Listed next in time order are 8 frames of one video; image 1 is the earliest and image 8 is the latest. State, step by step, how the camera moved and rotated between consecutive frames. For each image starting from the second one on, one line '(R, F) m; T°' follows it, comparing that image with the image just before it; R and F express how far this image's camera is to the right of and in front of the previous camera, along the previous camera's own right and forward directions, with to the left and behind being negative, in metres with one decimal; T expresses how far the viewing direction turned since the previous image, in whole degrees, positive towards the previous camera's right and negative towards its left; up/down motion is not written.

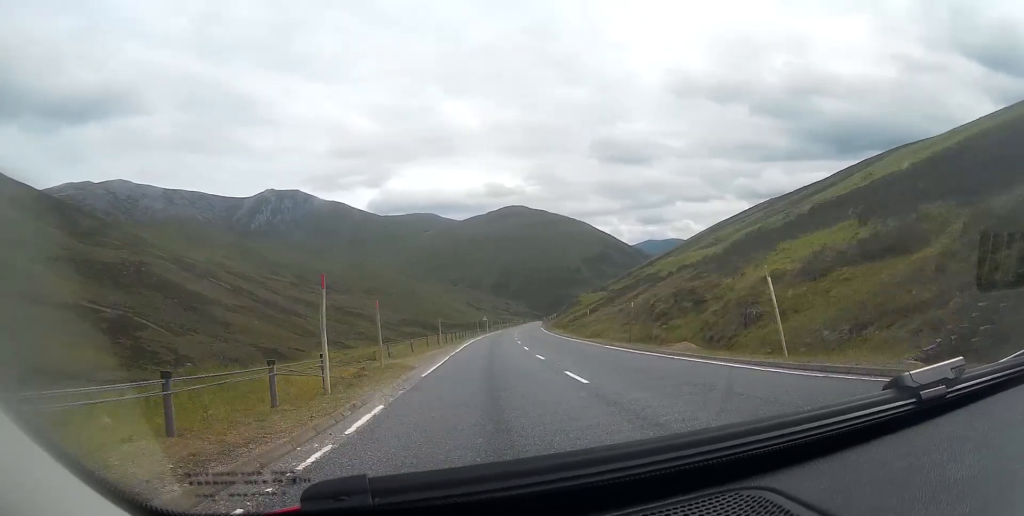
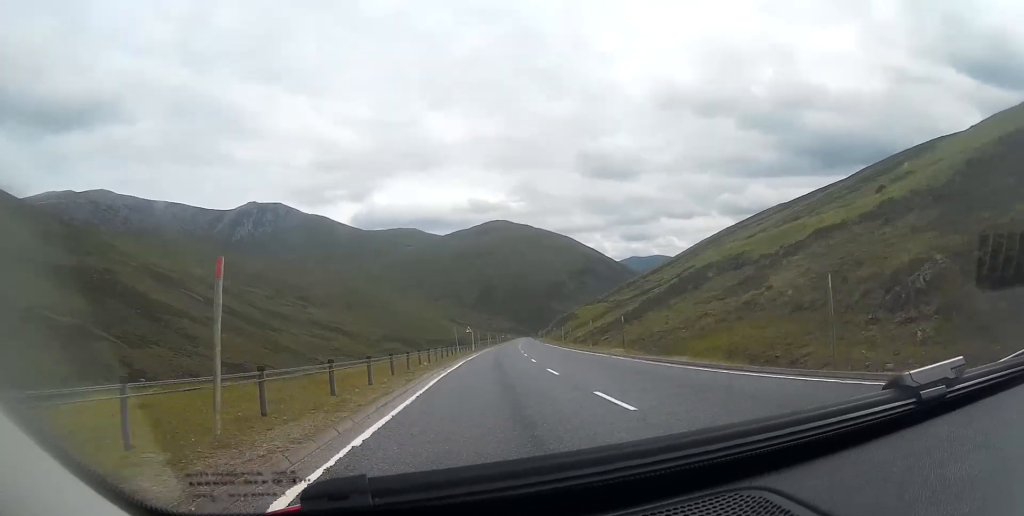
(+0.5, +30.9) m; +2°
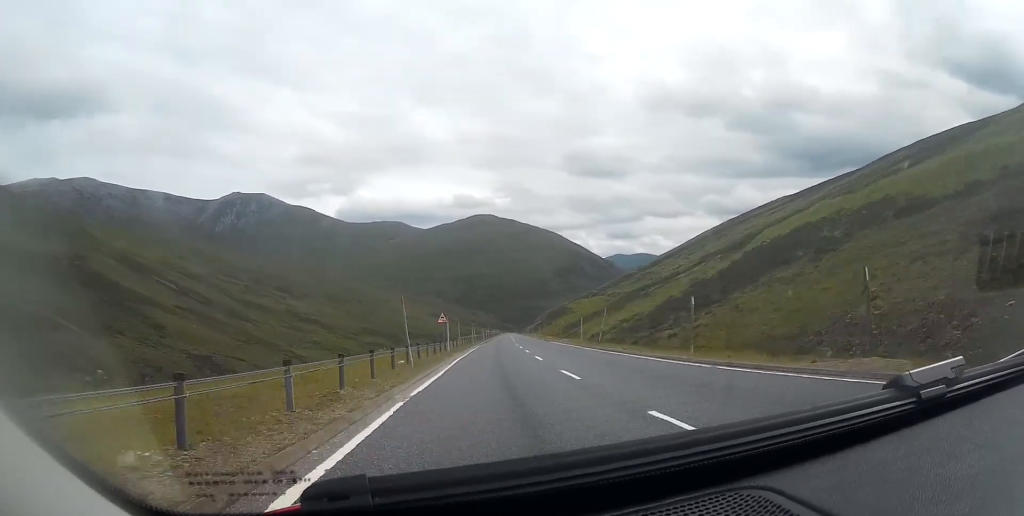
(+0.3, +22.6) m; +2°
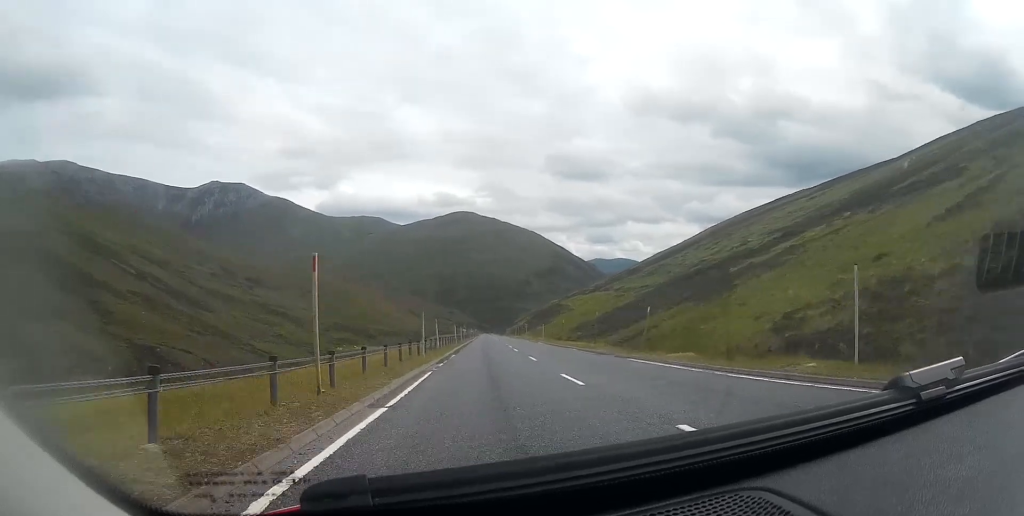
(+1.0, +38.5) m; +3°
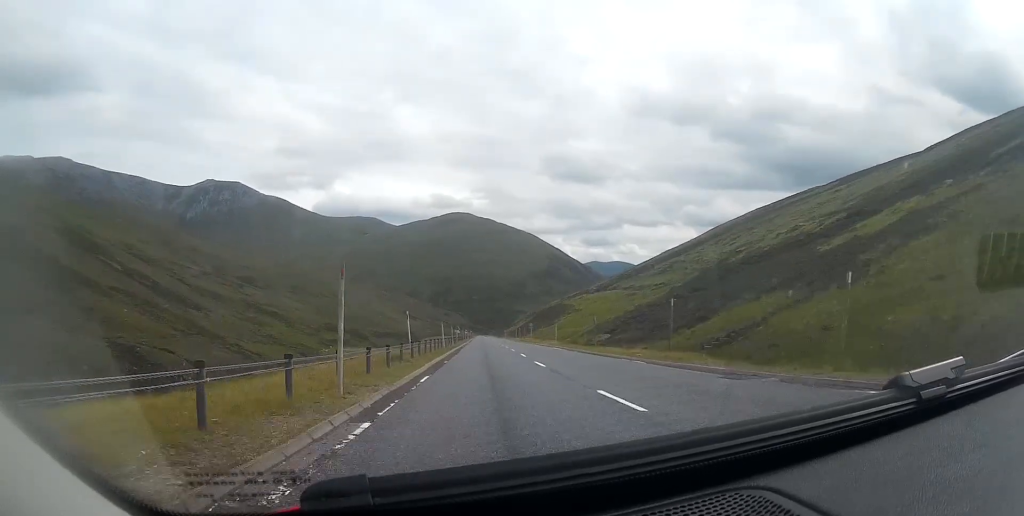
(+0.2, +15.0) m; +1°
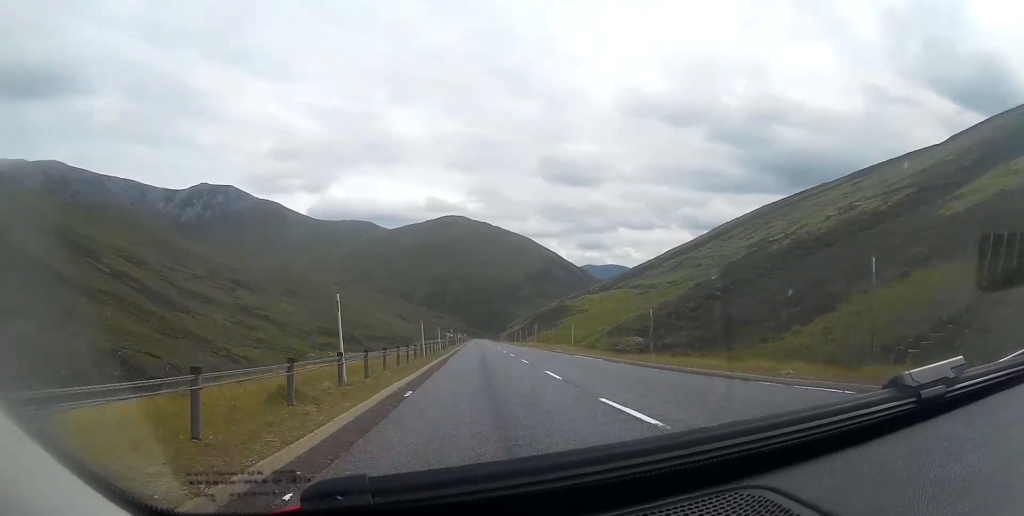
(+0.1, +12.4) m; 0°
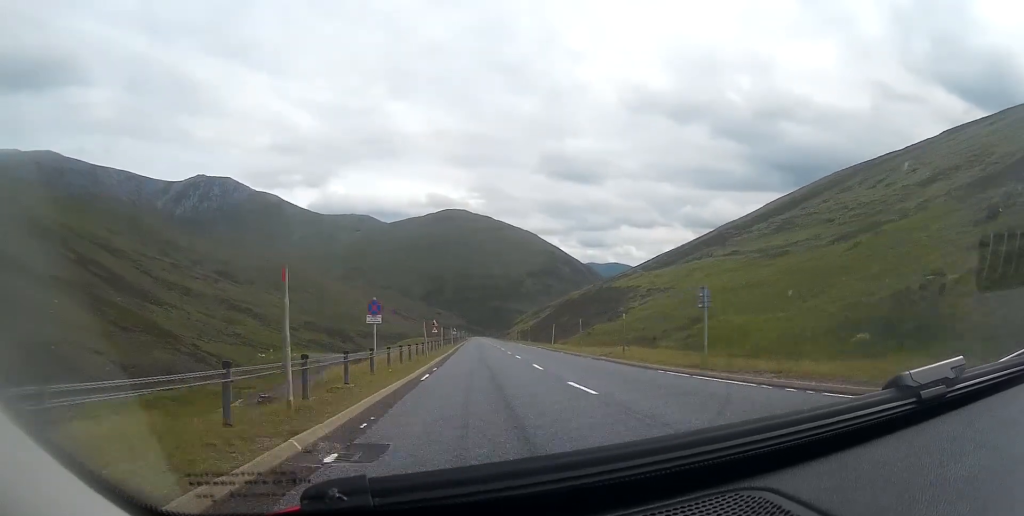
(+0.1, +50.3) m; 0°
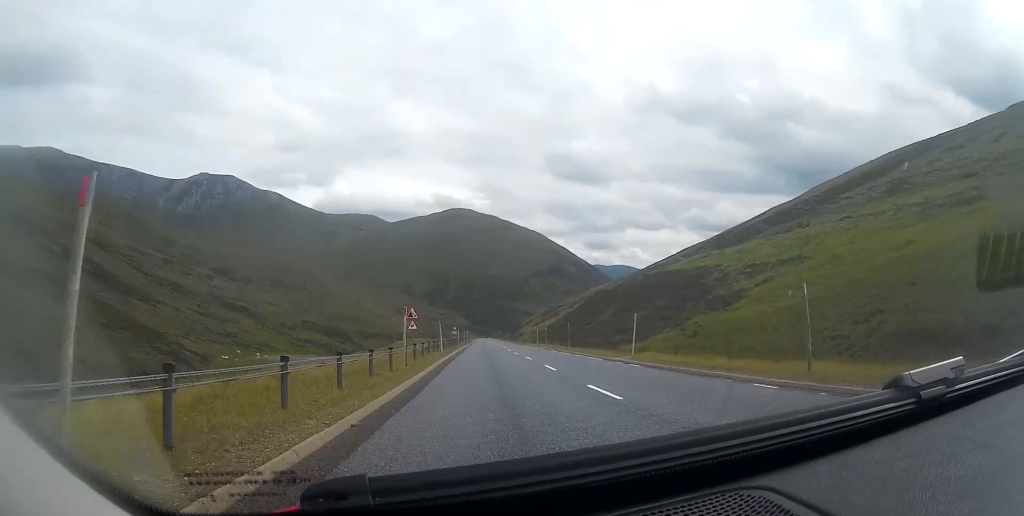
(0.0, +27.2) m; 0°
